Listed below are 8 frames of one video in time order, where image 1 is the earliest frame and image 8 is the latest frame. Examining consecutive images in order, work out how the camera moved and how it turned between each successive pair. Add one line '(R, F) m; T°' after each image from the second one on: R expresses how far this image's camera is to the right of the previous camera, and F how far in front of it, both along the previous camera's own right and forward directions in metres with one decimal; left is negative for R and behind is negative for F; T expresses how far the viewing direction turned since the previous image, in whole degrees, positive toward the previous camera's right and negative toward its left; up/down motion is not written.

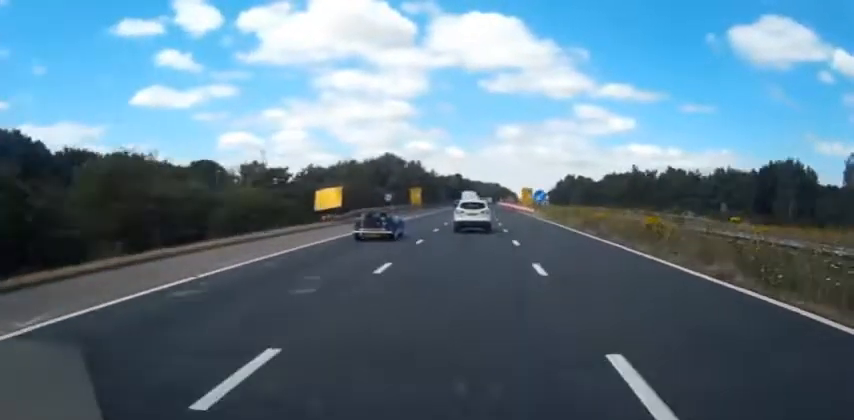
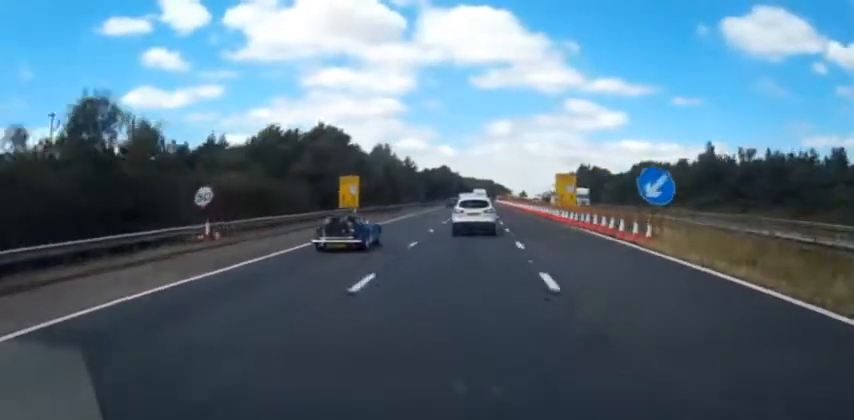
(+0.6, +45.7) m; +1°
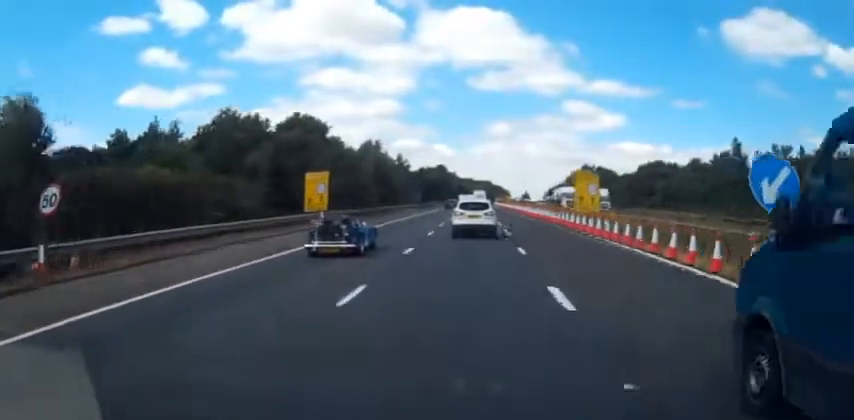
(0.0, +9.5) m; 0°
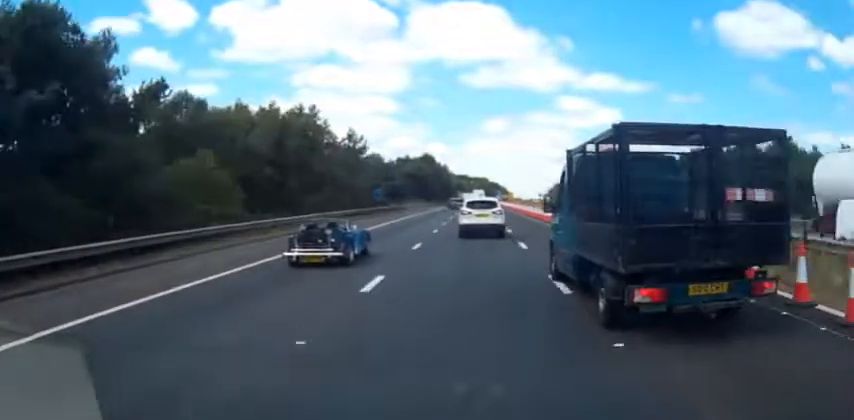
(+0.1, +41.2) m; +1°
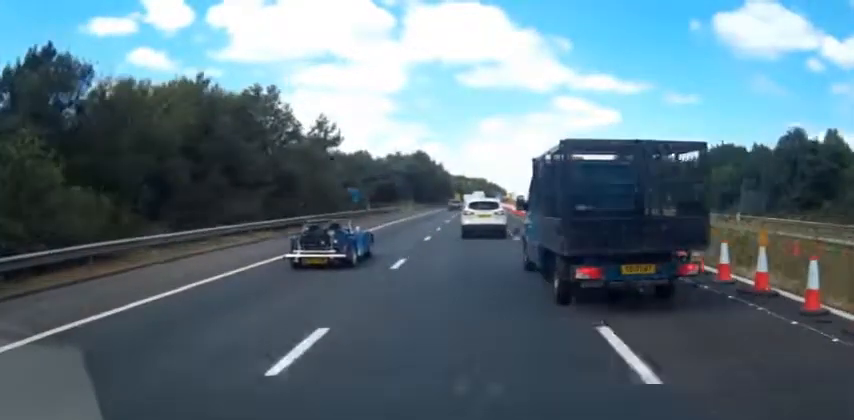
(+0.1, +13.4) m; 0°
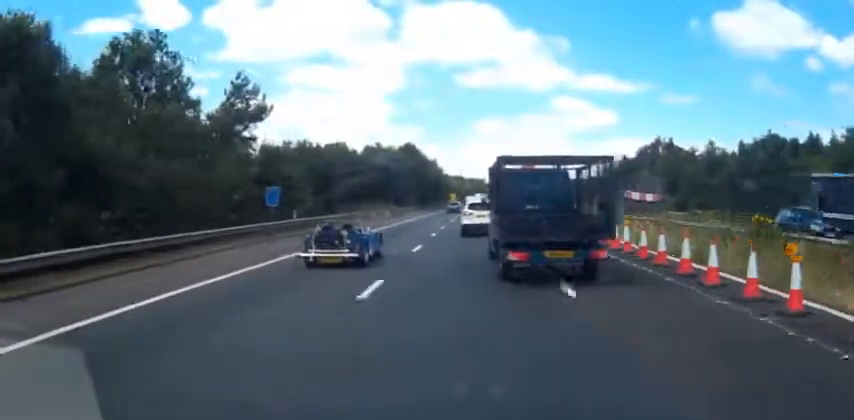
(+0.1, +21.1) m; 0°
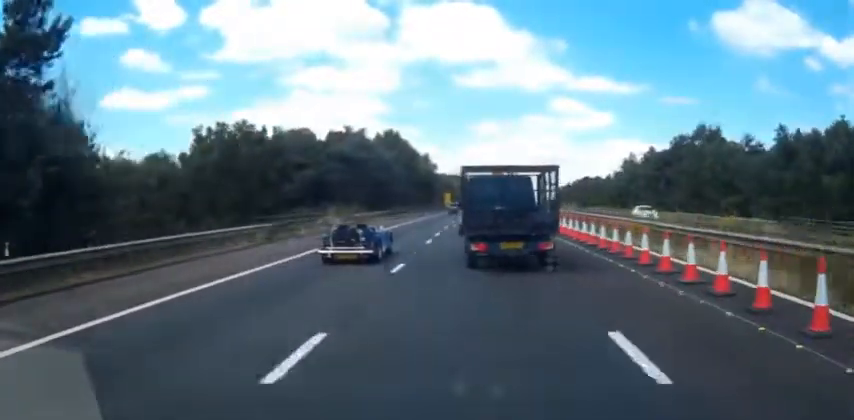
(-0.3, +22.2) m; -1°
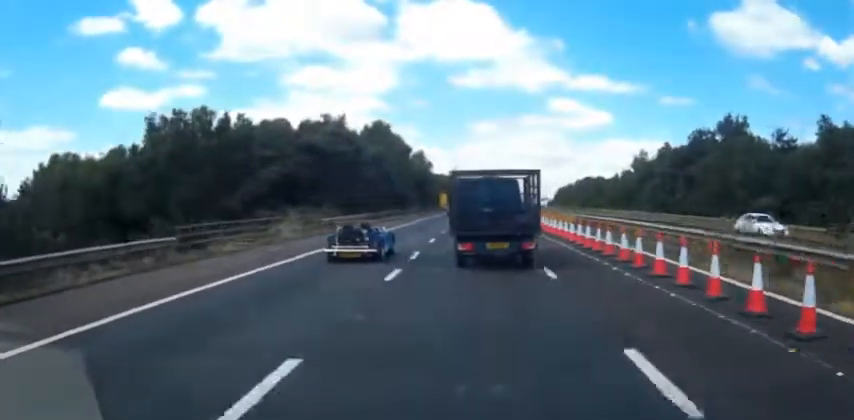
(-0.1, +9.9) m; 0°
